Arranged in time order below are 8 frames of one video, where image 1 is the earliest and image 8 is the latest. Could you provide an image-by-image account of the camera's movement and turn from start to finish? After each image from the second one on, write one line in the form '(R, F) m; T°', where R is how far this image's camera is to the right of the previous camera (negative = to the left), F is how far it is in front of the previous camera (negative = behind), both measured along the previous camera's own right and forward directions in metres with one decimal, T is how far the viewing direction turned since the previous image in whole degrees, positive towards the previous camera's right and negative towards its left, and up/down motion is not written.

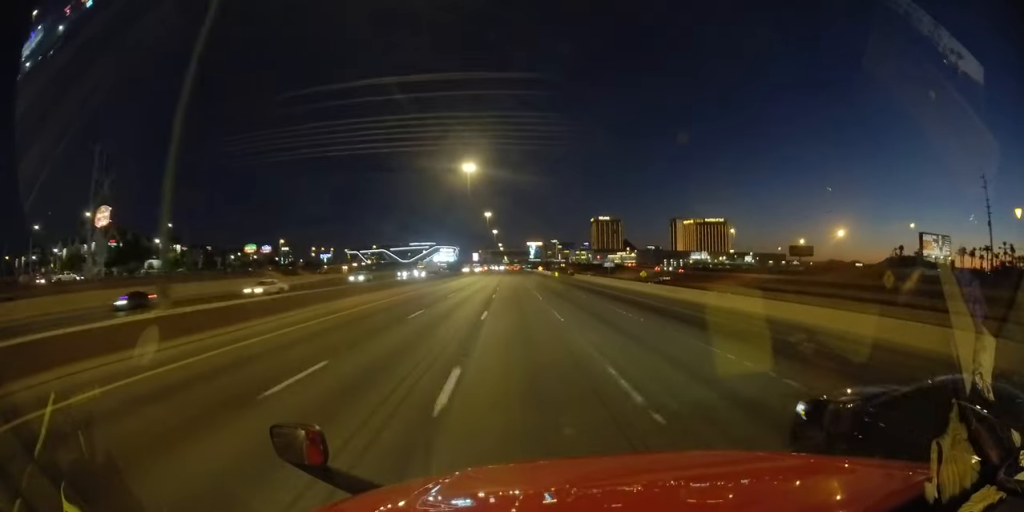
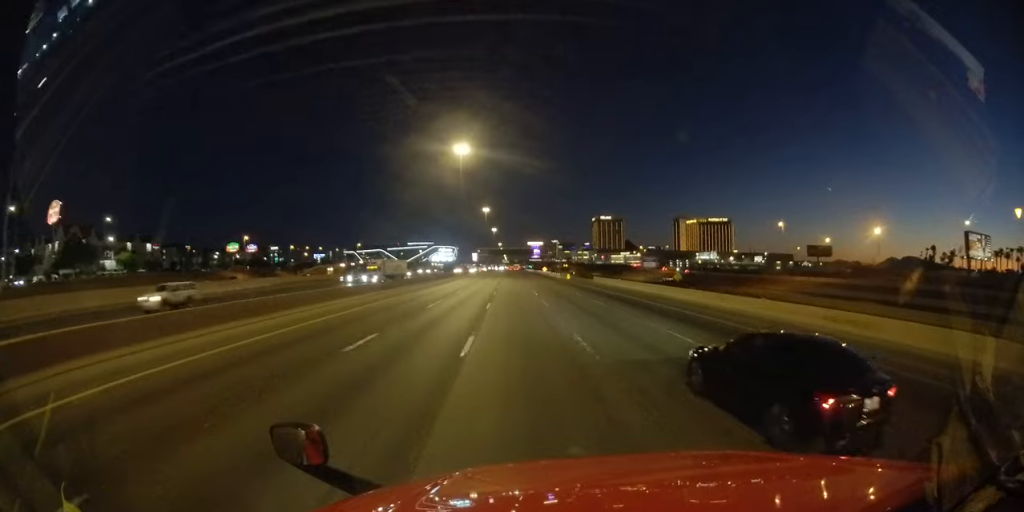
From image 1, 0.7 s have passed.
(0.0, +20.0) m; 0°
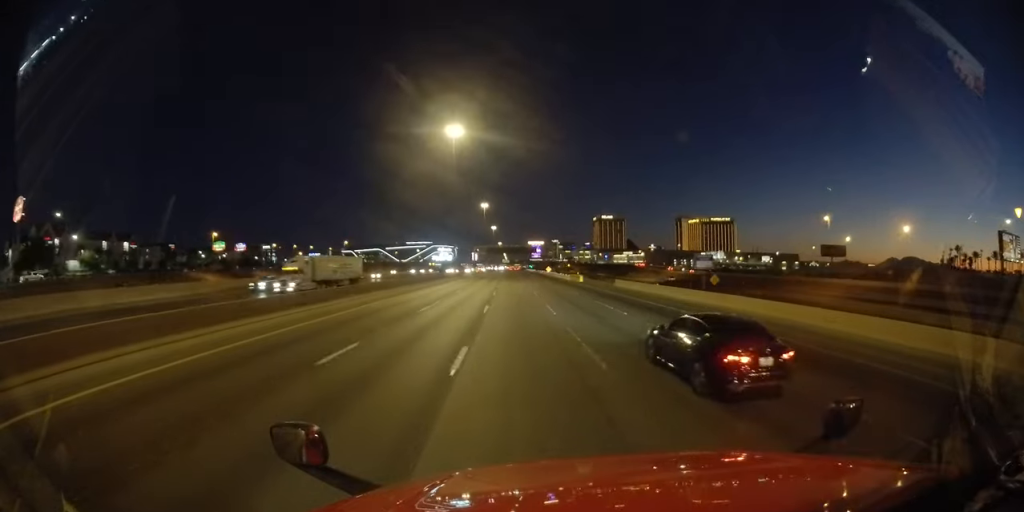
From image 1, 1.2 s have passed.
(0.0, +14.0) m; 0°
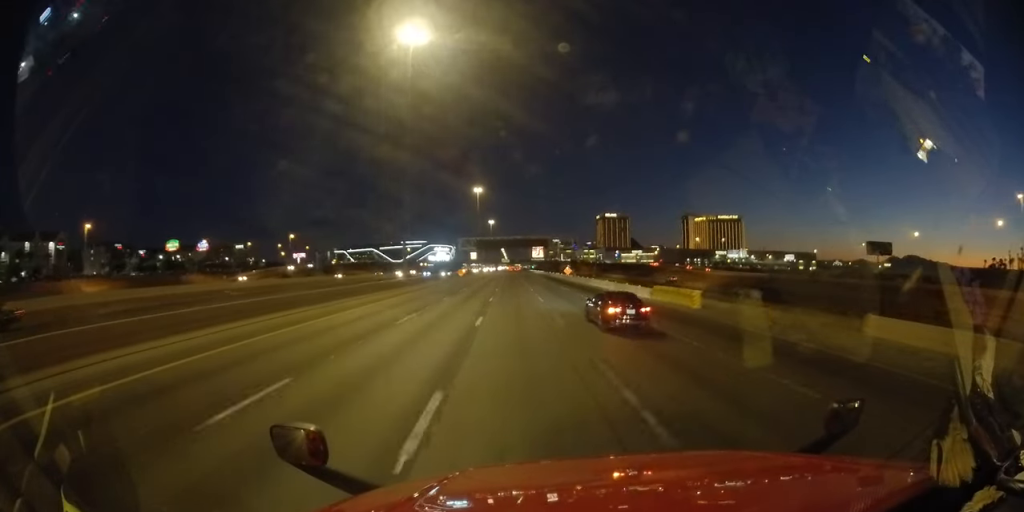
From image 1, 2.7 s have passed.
(0.0, +40.9) m; 0°
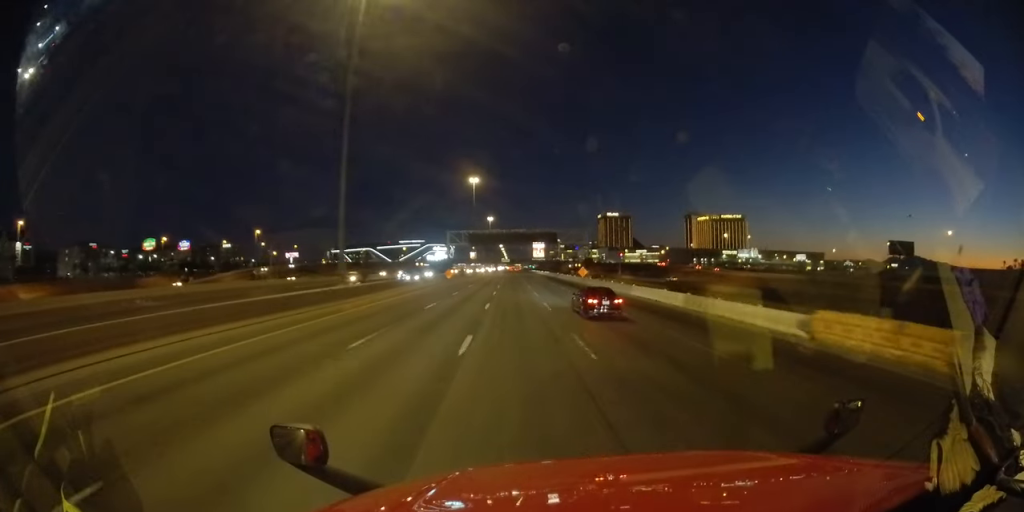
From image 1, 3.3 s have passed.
(0.0, +17.5) m; 0°
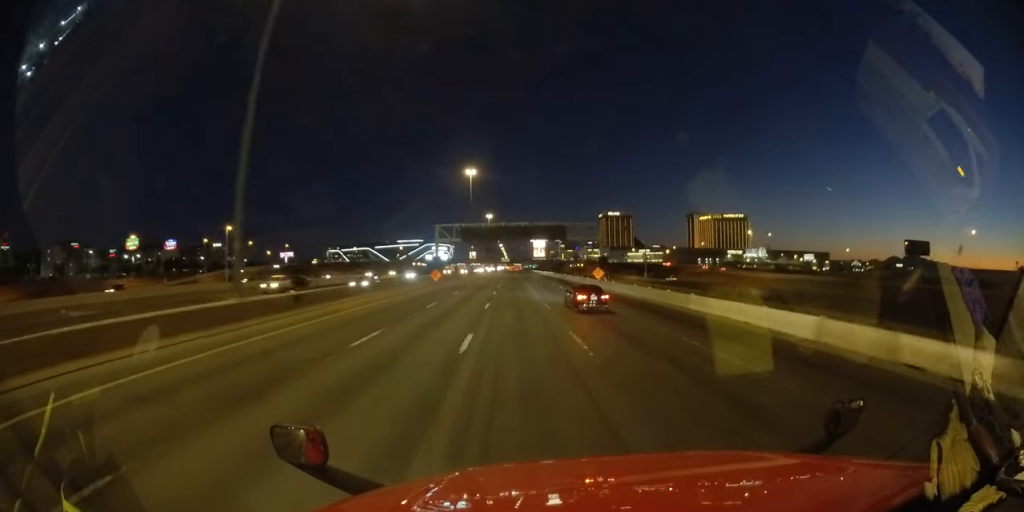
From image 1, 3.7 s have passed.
(0.0, +11.9) m; 0°
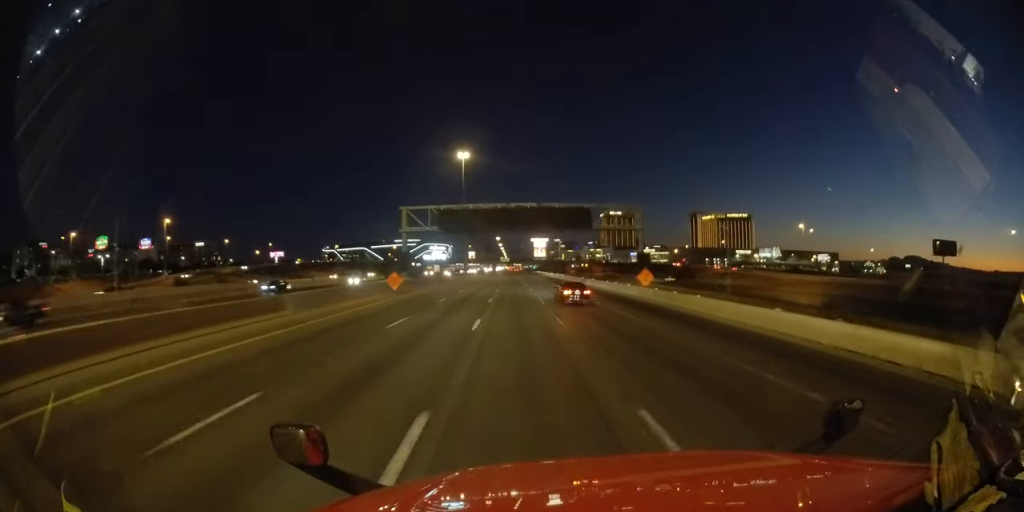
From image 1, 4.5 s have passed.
(0.0, +20.0) m; 0°
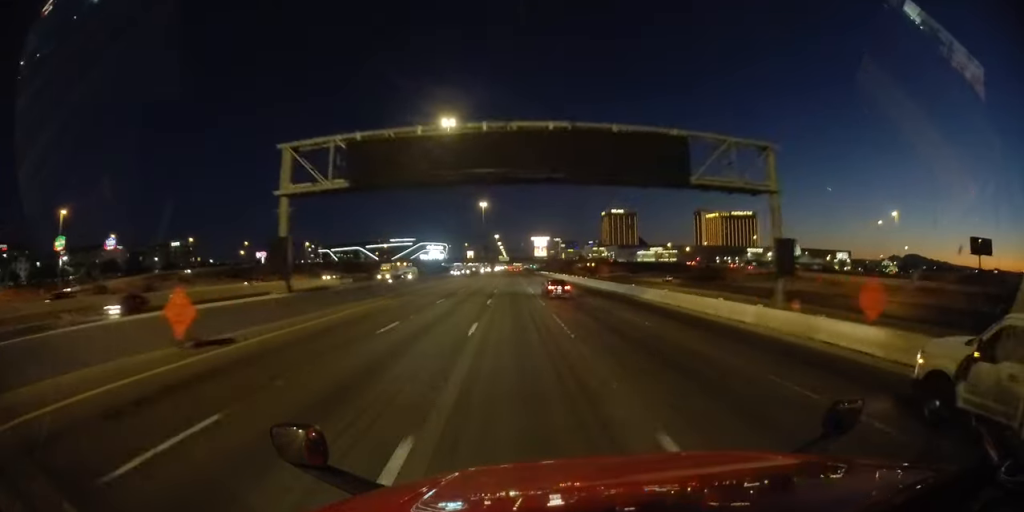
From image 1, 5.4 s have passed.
(0.0, +25.3) m; 0°
